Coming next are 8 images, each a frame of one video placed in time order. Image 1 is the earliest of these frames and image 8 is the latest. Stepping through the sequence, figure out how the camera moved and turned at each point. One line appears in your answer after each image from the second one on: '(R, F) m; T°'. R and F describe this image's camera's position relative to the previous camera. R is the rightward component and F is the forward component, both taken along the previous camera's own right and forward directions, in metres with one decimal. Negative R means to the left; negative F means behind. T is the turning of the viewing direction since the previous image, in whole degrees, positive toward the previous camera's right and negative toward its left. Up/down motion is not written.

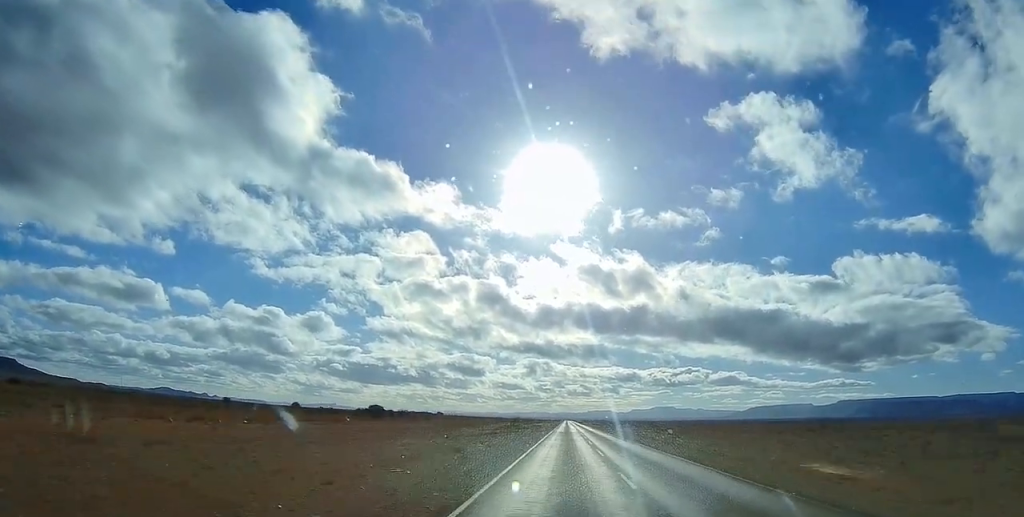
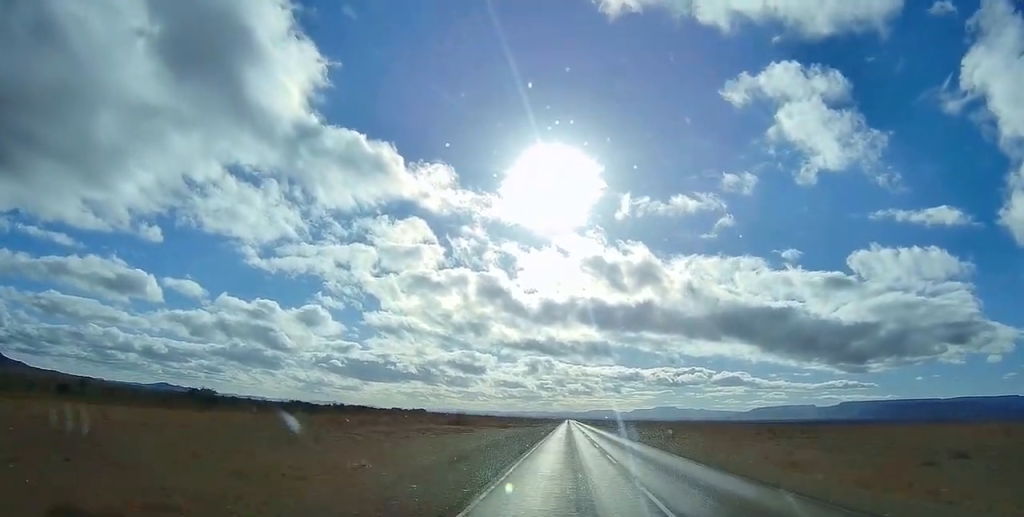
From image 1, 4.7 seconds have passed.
(0.0, +147.0) m; 0°
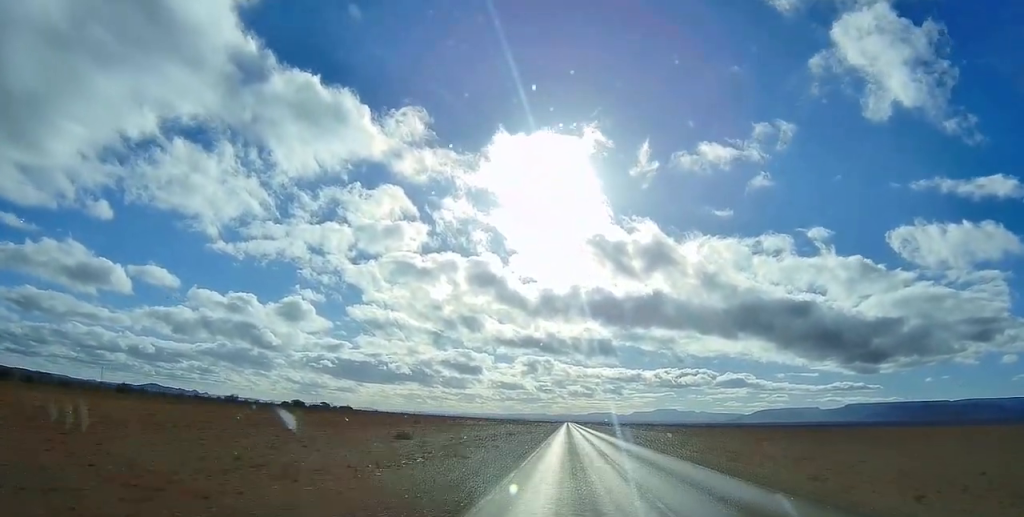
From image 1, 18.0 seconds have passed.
(0.0, +422.4) m; 0°
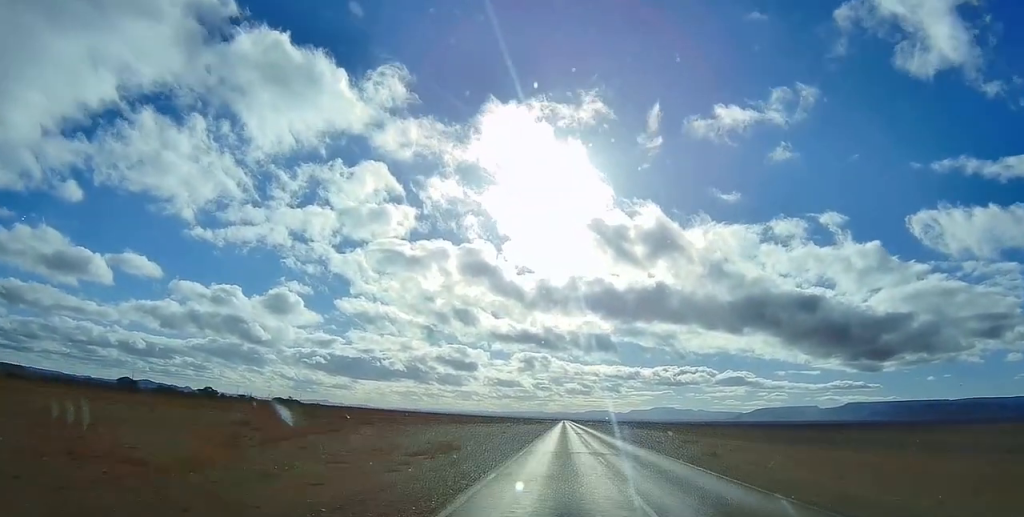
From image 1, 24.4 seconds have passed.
(-0.2, +202.4) m; 0°
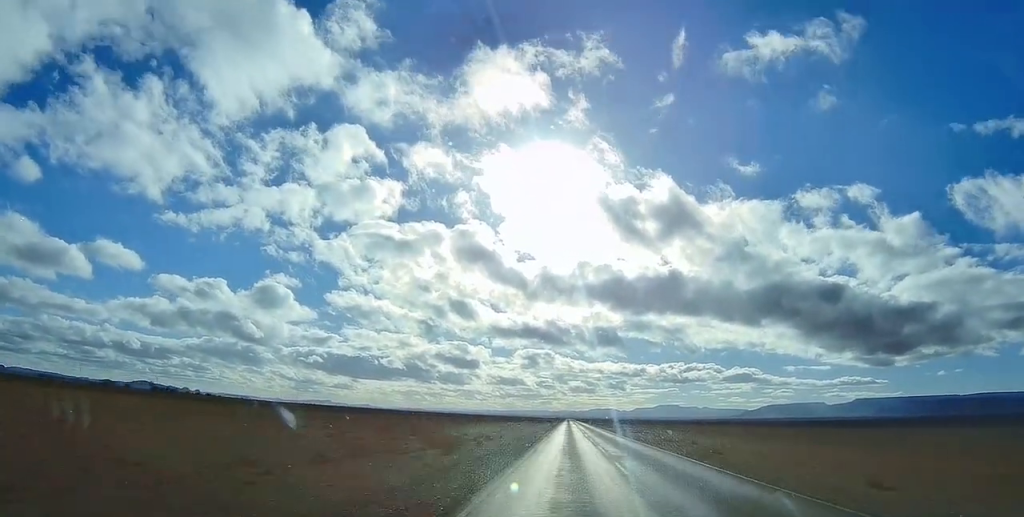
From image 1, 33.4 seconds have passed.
(0.0, +289.1) m; 0°
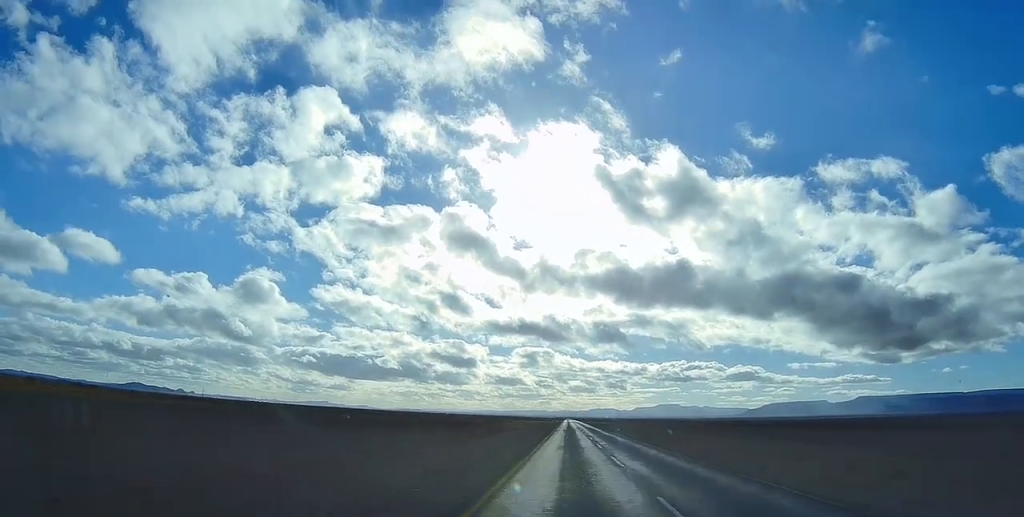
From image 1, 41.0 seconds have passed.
(+0.2, +247.0) m; 0°
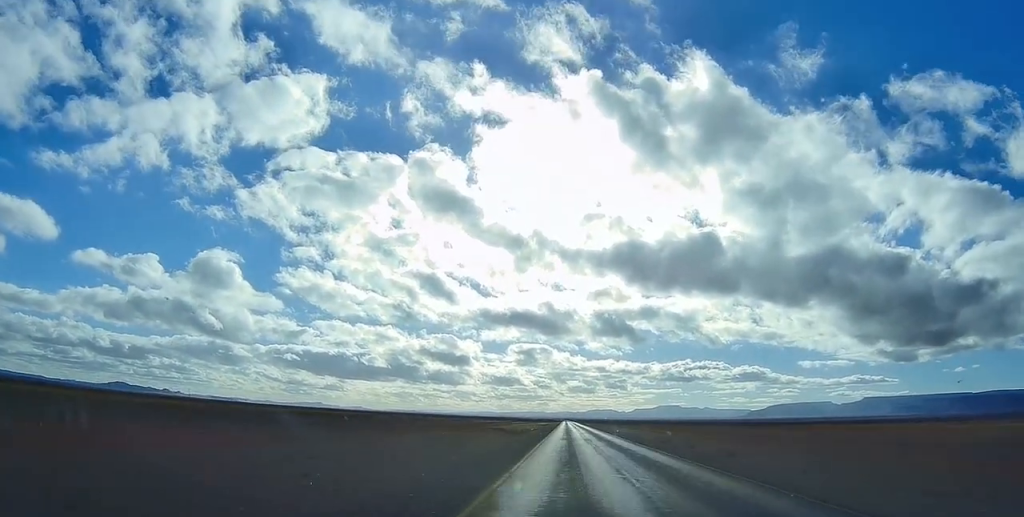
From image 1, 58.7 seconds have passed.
(0.0, +568.4) m; 0°
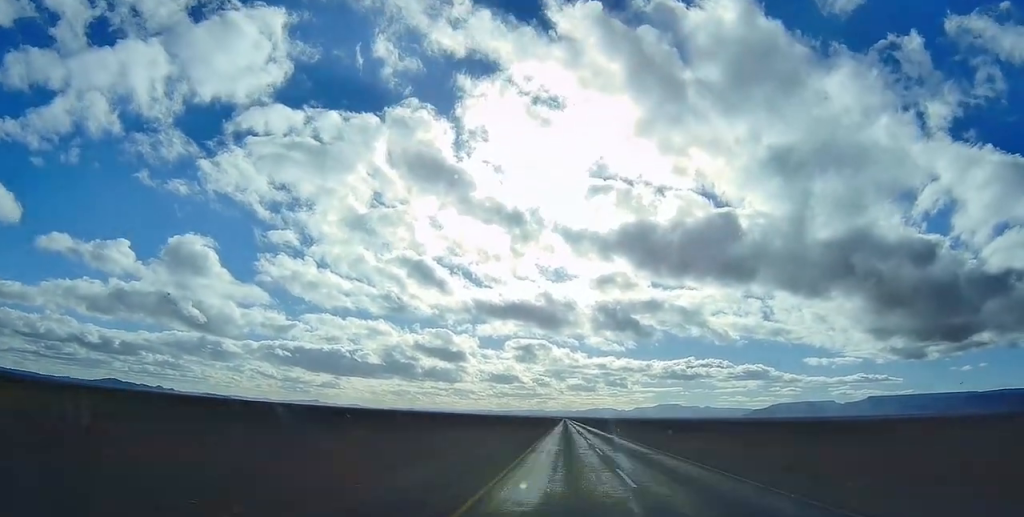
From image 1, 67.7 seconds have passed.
(-0.1, +288.4) m; 0°
